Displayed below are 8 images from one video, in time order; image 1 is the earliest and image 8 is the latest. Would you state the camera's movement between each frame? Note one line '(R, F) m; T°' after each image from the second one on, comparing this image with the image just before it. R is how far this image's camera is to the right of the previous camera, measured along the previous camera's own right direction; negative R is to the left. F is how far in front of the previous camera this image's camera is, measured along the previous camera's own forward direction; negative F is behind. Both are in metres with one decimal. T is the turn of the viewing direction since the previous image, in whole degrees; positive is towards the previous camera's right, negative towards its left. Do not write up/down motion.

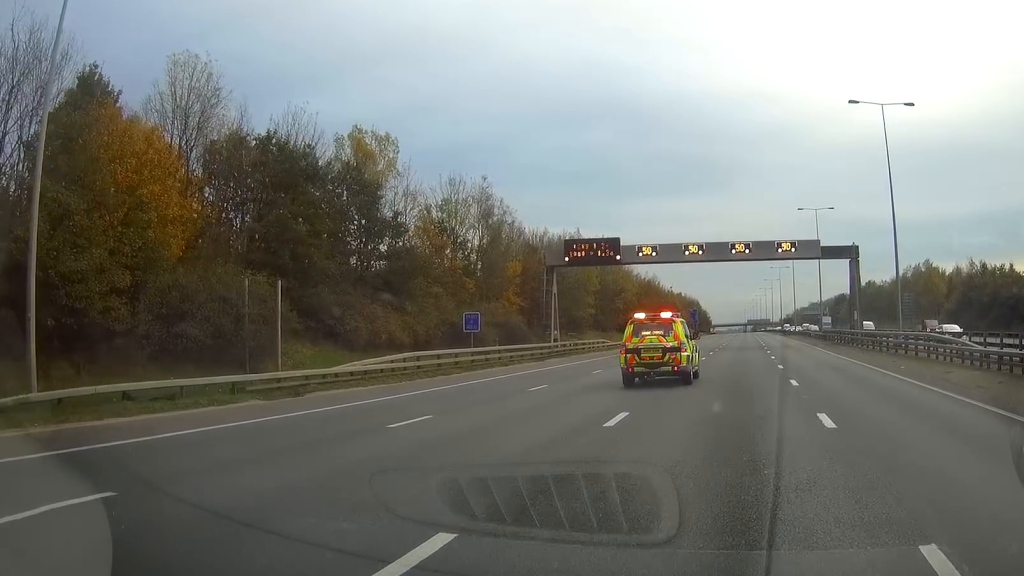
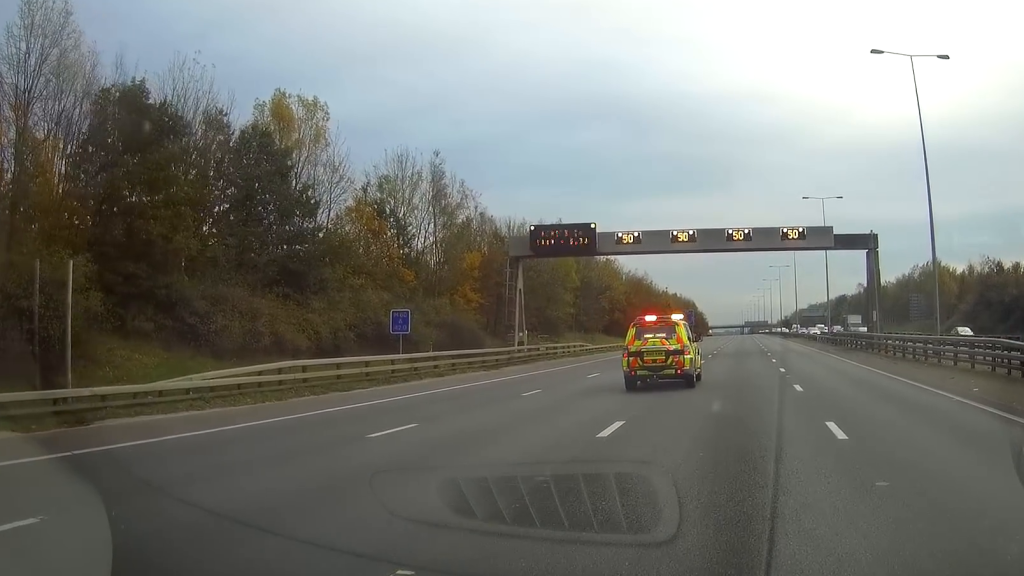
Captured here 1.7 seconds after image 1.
(+0.1, +9.9) m; 0°
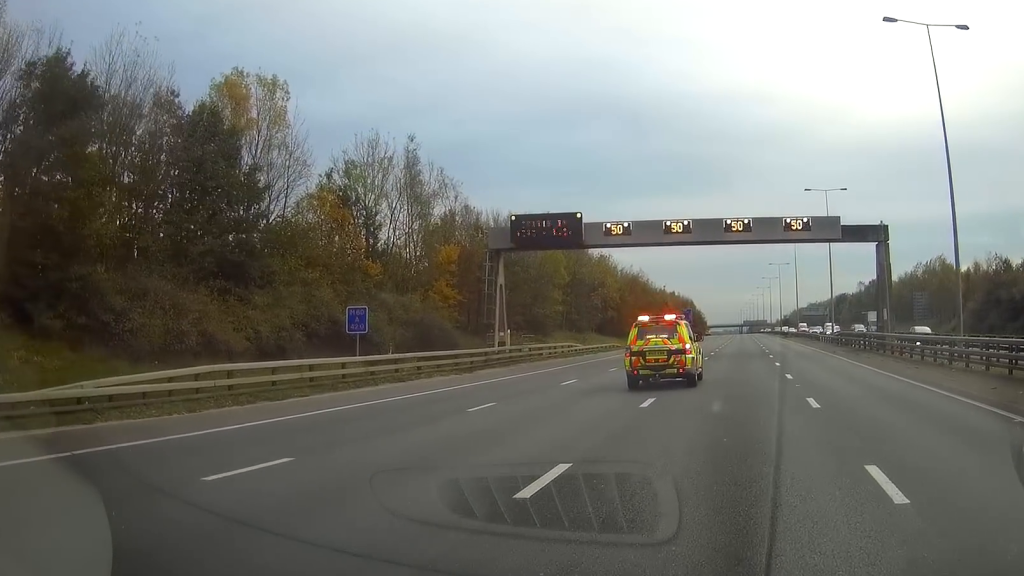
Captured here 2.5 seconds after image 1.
(-0.1, +4.7) m; +1°
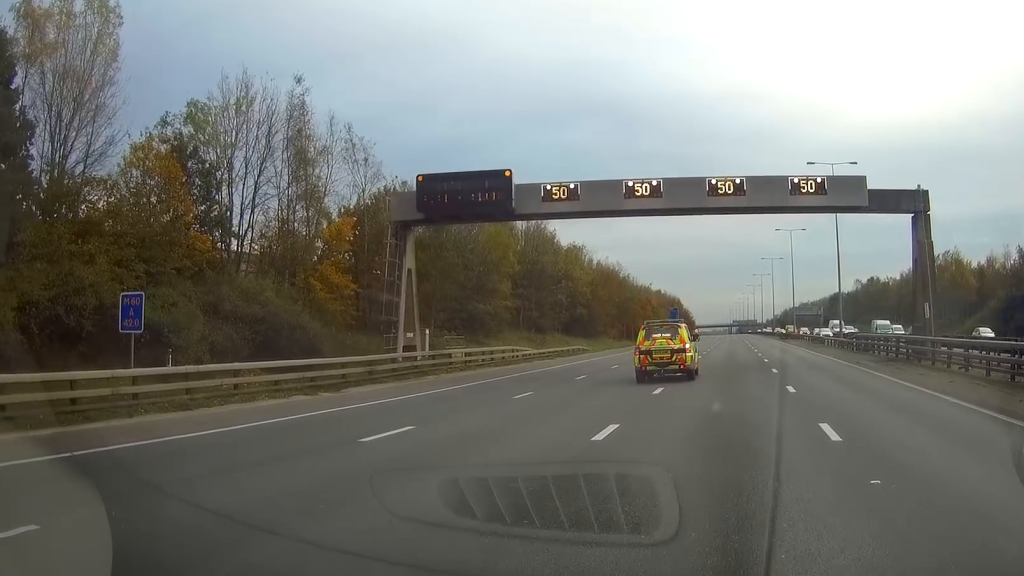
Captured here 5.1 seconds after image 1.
(+1.0, +14.2) m; +4°
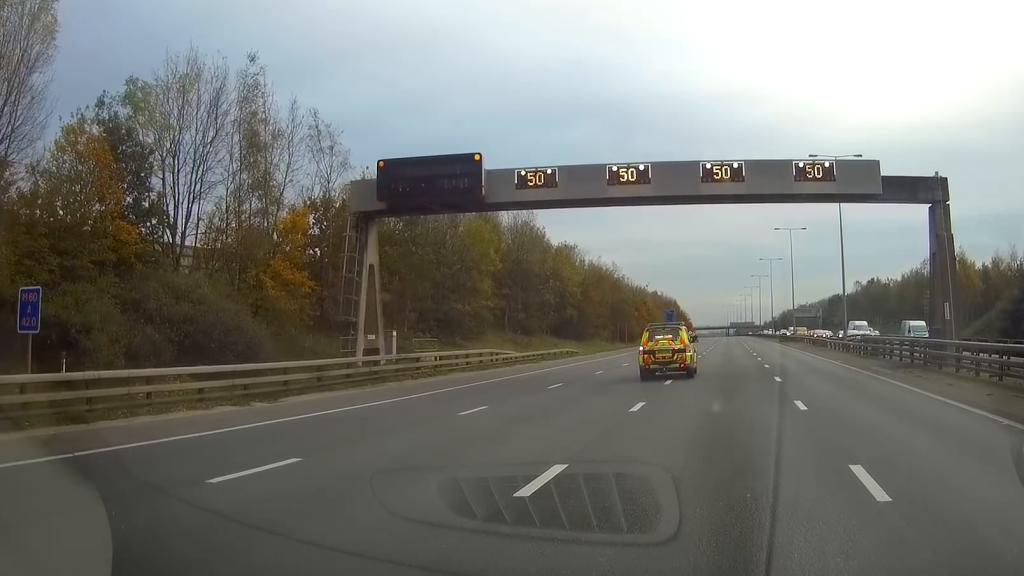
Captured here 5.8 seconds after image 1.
(0.0, +4.0) m; -2°
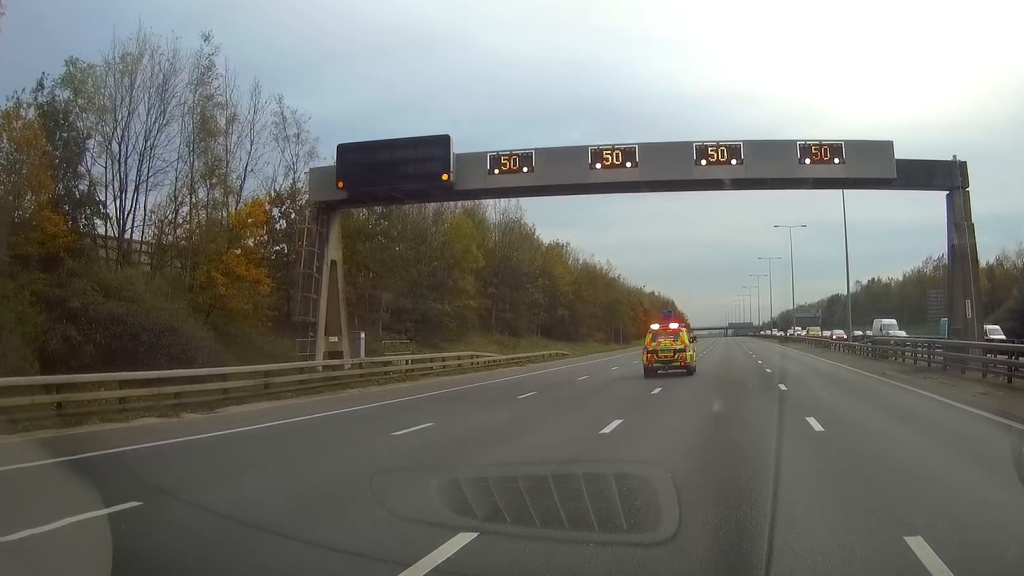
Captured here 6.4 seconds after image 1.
(-0.1, +3.6) m; 0°
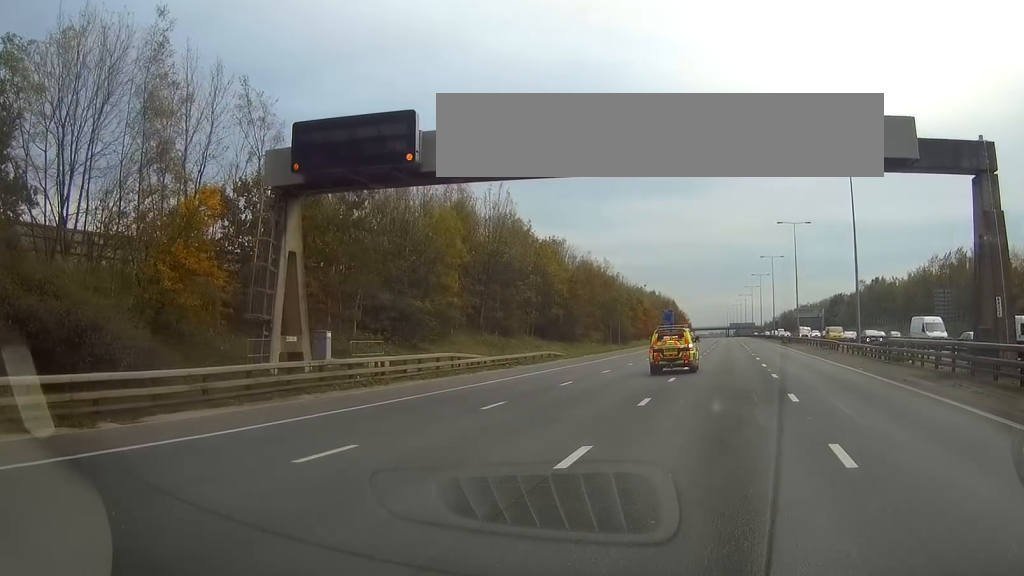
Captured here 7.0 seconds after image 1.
(0.0, +3.8) m; 0°
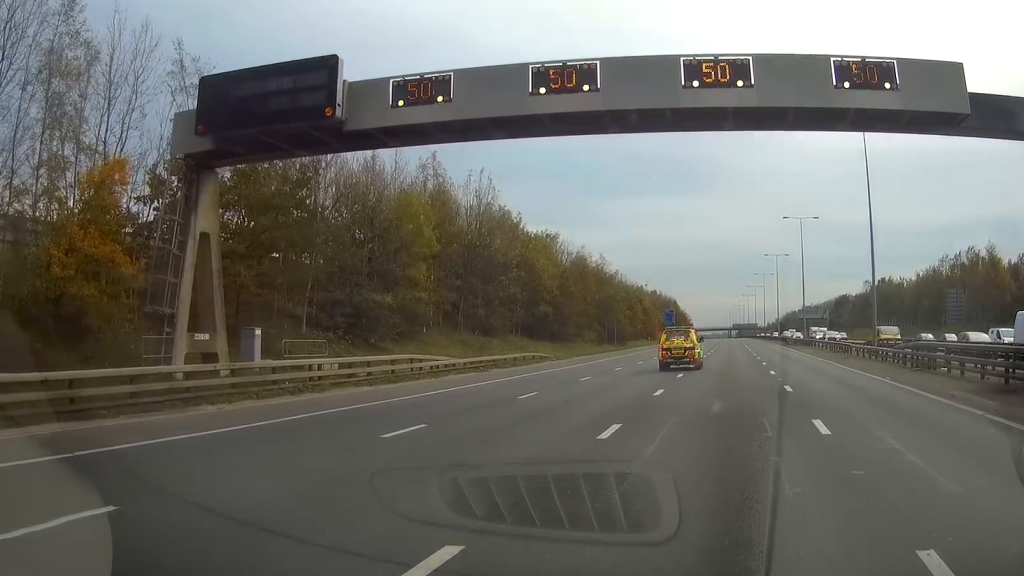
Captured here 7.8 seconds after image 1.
(+0.1, +6.4) m; 0°
